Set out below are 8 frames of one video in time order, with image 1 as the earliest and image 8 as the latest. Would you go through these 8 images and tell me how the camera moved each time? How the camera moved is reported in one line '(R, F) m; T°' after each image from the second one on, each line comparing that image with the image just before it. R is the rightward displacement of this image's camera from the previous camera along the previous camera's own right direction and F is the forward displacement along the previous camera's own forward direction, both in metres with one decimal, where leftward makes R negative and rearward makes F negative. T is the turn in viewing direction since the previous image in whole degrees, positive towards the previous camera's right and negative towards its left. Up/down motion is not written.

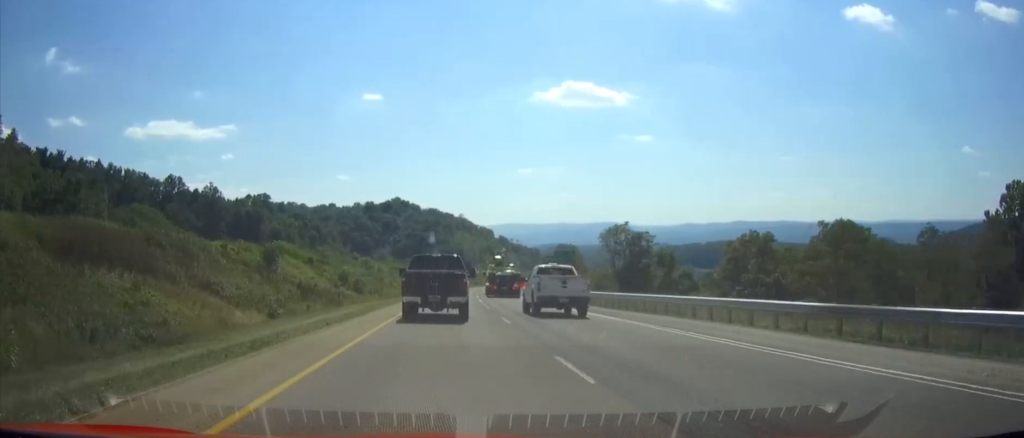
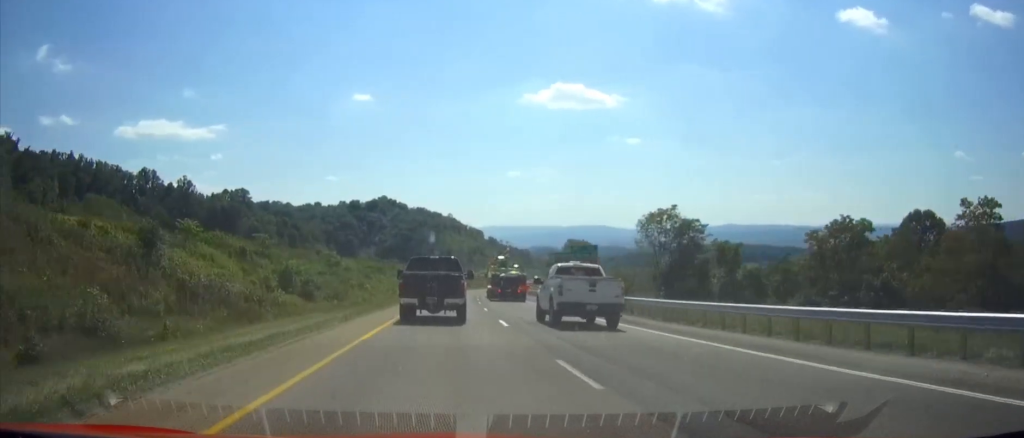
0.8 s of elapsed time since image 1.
(0.0, +24.7) m; +1°
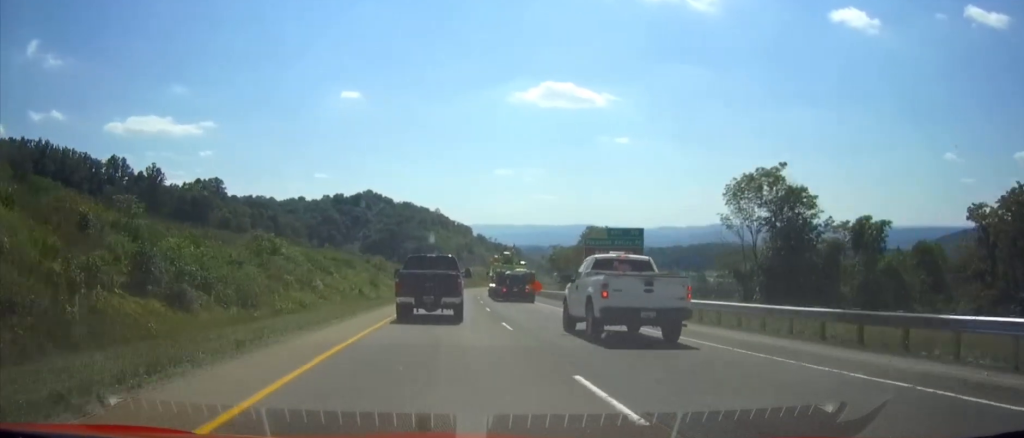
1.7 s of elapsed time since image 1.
(+0.5, +26.5) m; +1°
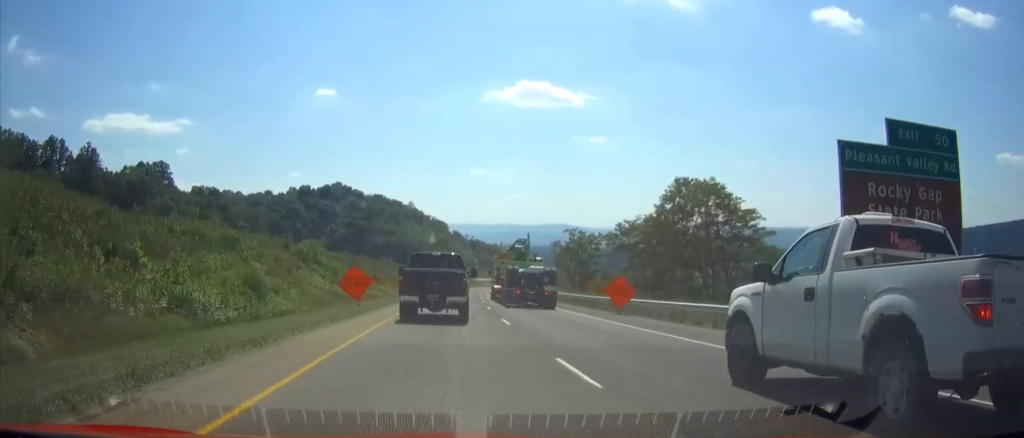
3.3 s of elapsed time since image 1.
(+0.7, +46.1) m; +2°
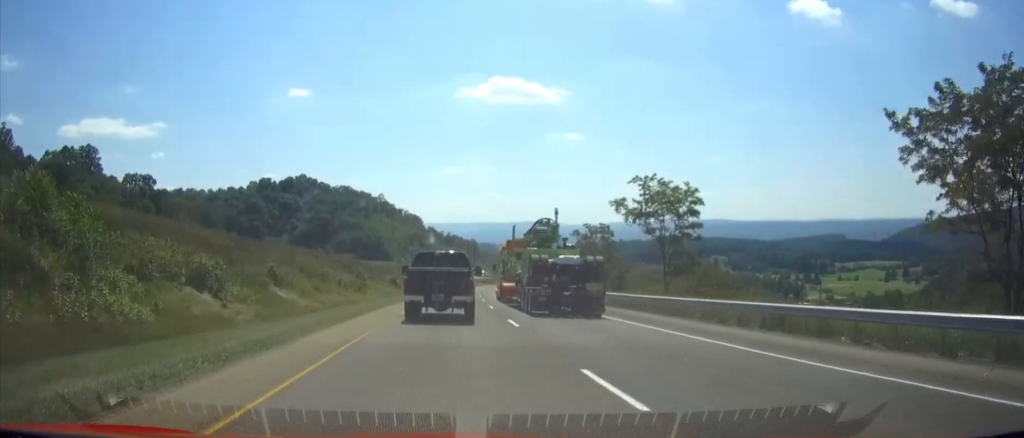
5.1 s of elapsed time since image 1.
(+1.1, +51.9) m; +2°
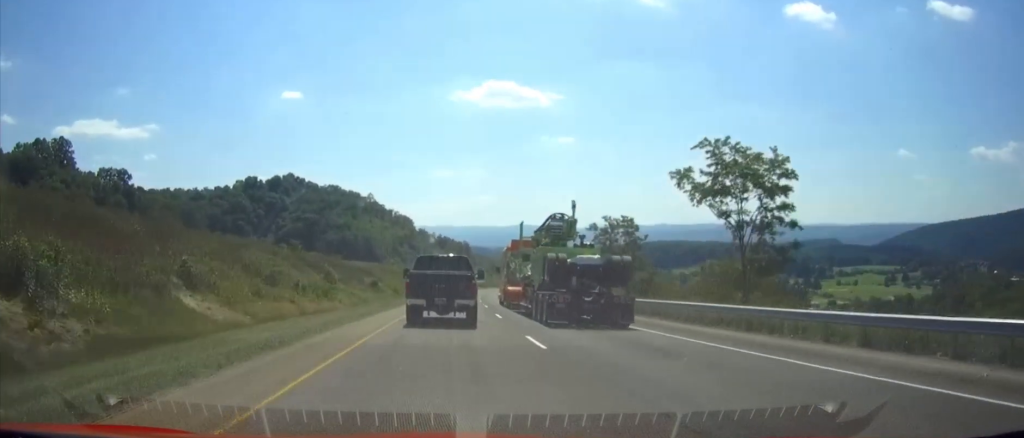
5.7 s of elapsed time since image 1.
(-0.1, +17.6) m; +1°
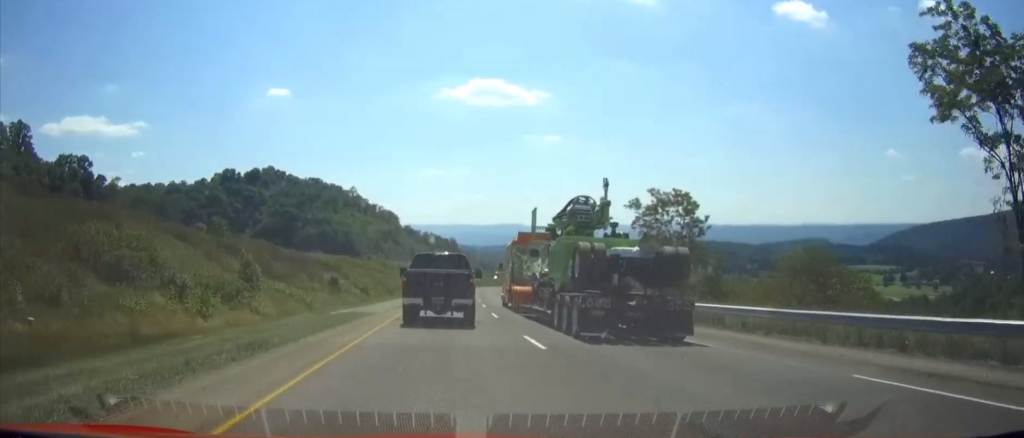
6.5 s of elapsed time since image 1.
(+0.3, +24.5) m; +1°
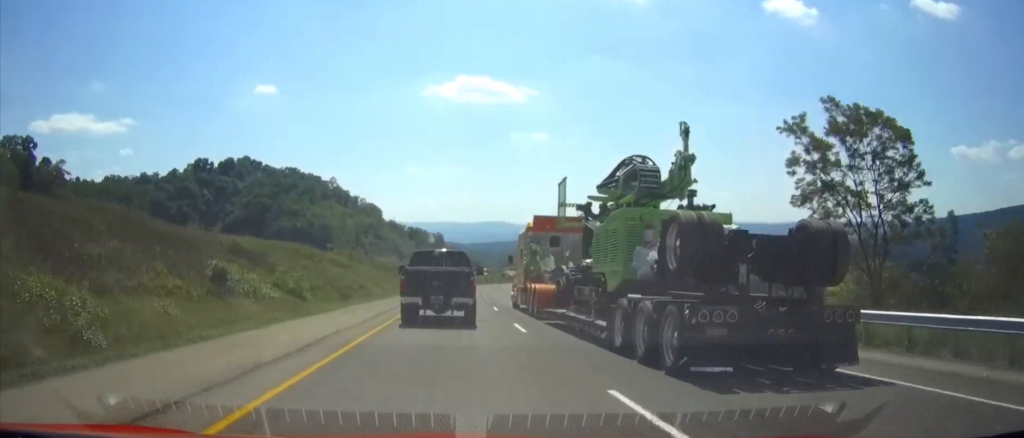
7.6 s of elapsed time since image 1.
(+0.4, +32.5) m; +1°
